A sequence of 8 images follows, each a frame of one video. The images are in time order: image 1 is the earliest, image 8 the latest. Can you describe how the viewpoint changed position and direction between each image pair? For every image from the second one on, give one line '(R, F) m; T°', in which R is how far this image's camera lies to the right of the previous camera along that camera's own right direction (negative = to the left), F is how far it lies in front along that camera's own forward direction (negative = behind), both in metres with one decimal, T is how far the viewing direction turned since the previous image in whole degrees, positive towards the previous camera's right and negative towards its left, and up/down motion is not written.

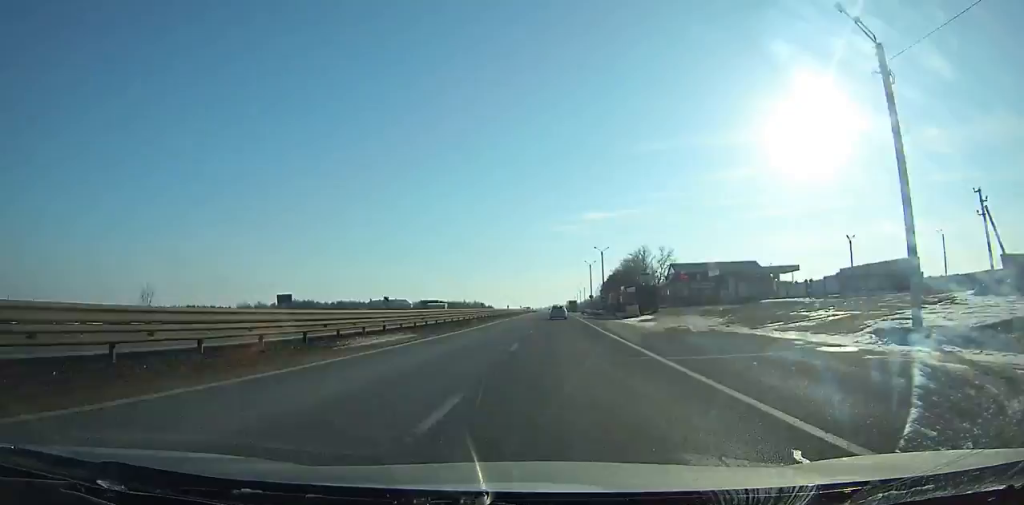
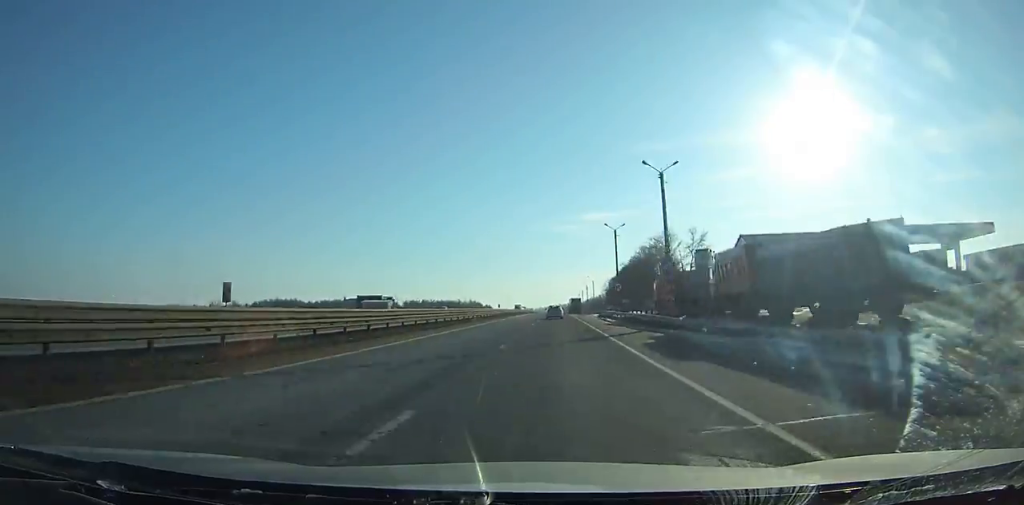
(-0.3, +48.2) m; 0°
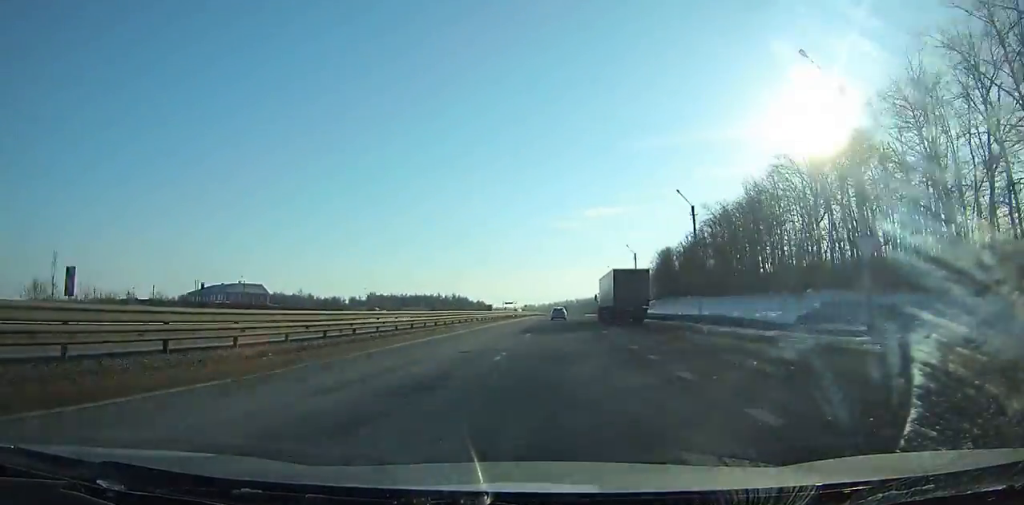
(-0.1, +147.9) m; 0°
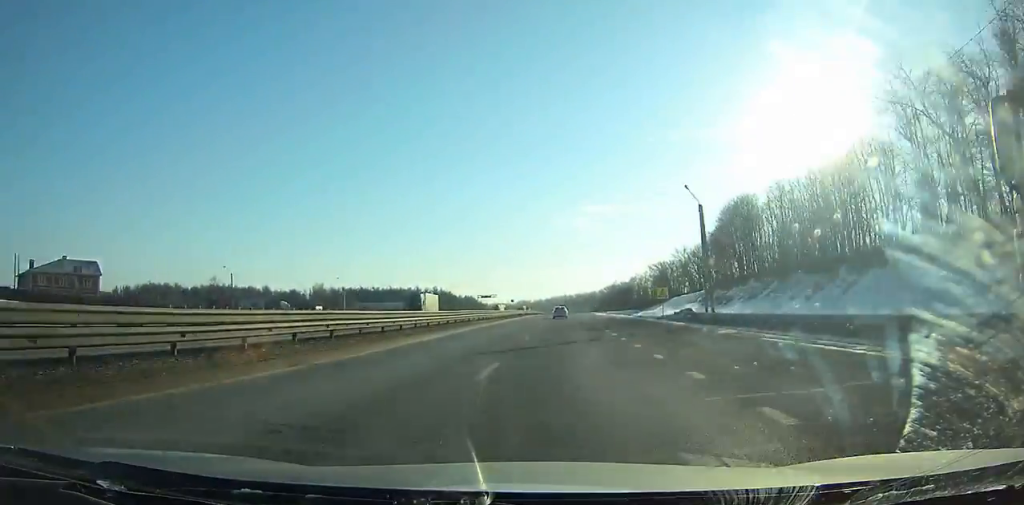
(+0.1, +74.5) m; 0°
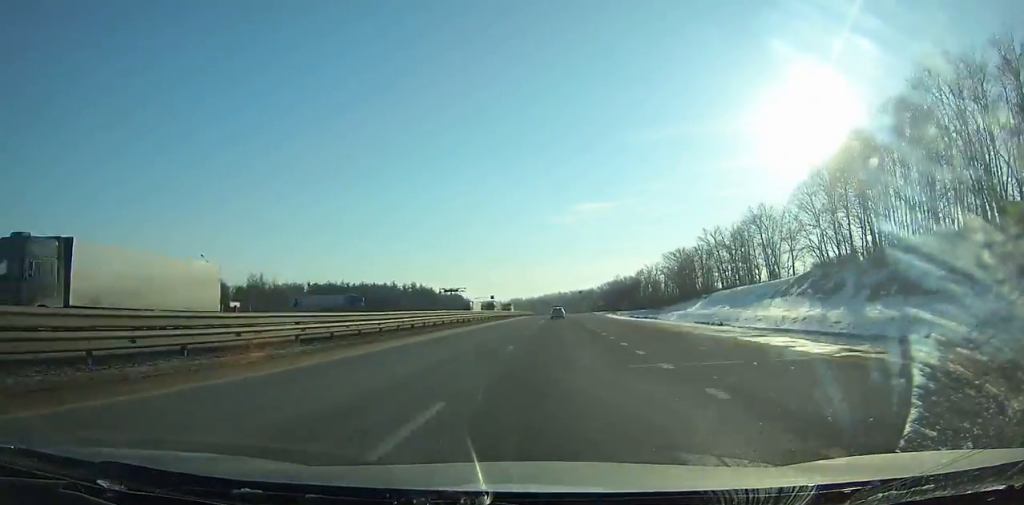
(0.0, +54.8) m; 0°
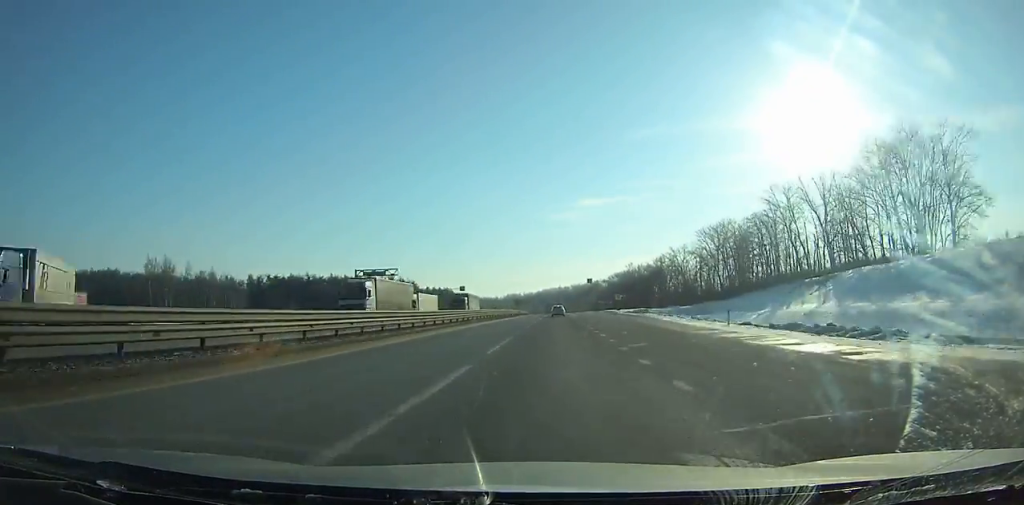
(+0.1, +58.4) m; 0°
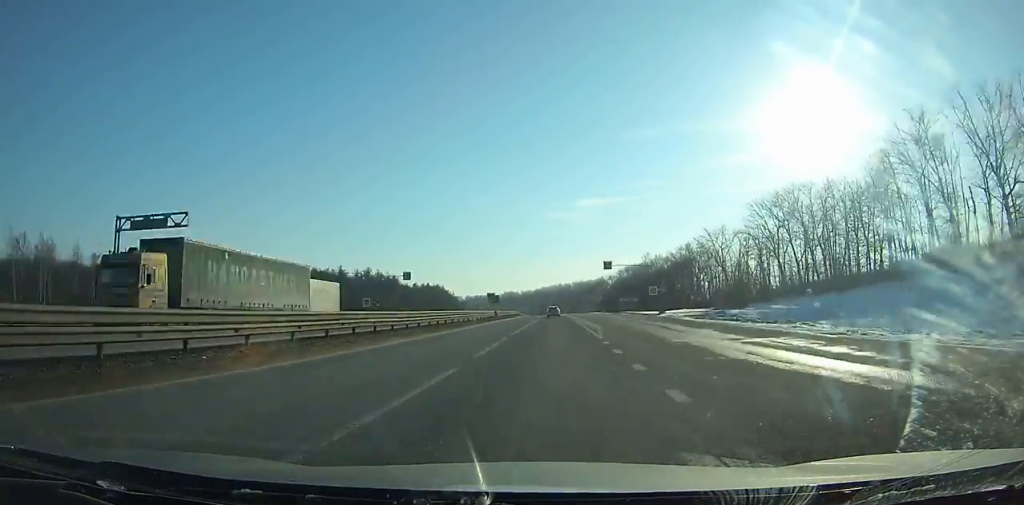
(+0.1, +49.9) m; 0°
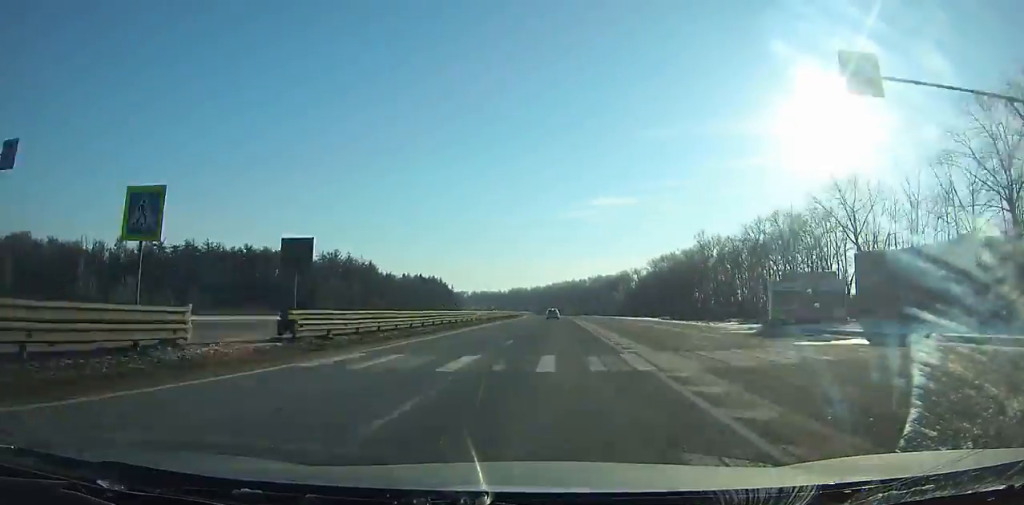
(-0.7, +68.7) m; -1°
